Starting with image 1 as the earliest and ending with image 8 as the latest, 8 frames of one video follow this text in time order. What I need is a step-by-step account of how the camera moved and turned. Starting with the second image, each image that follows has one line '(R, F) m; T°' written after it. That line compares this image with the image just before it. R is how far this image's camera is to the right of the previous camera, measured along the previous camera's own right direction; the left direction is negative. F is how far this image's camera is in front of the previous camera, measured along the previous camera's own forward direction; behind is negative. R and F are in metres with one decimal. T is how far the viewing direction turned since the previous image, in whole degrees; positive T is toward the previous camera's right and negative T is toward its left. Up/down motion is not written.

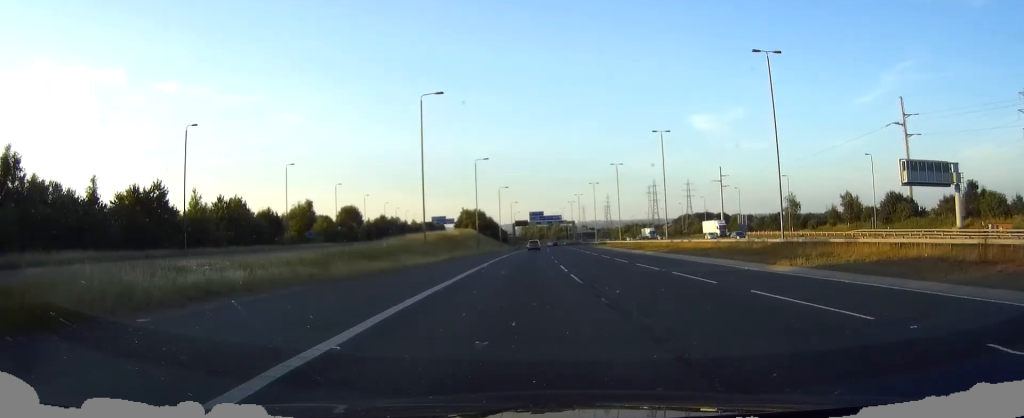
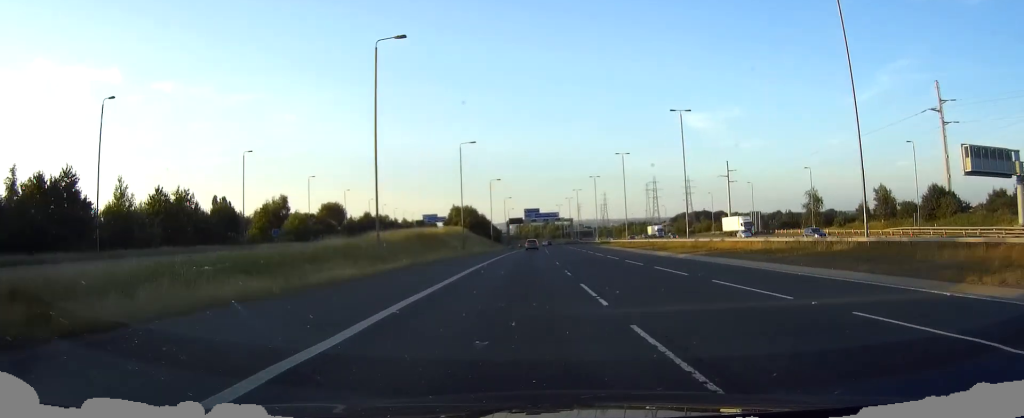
(+0.1, +14.2) m; 0°
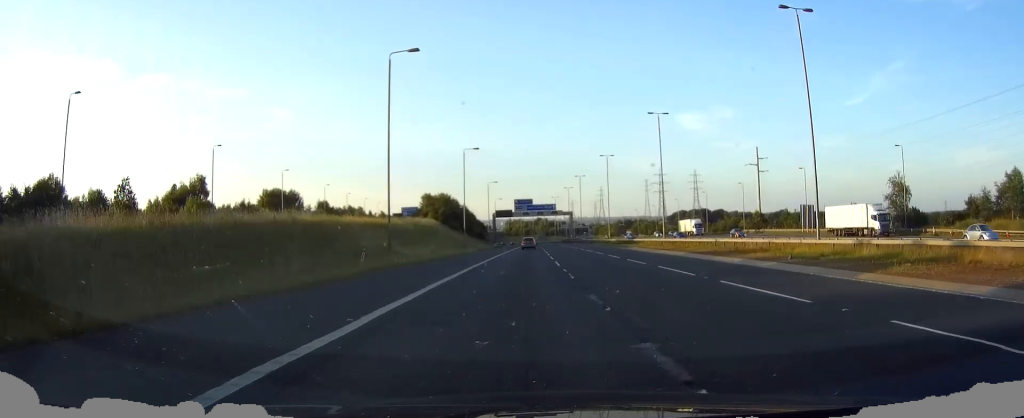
(+0.2, +36.8) m; +1°
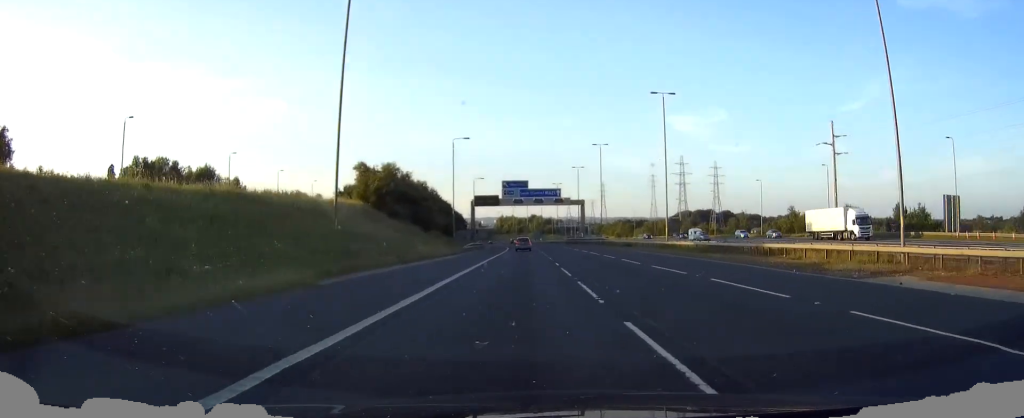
(+0.3, +52.1) m; +1°
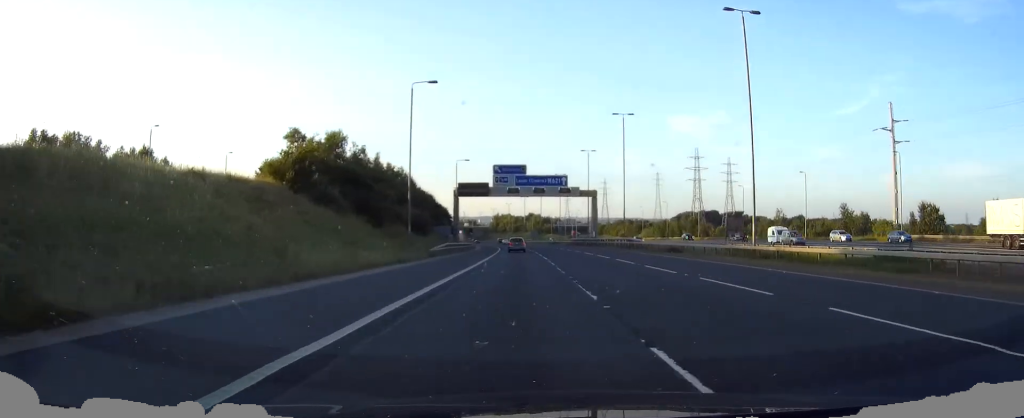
(0.0, +26.0) m; 0°
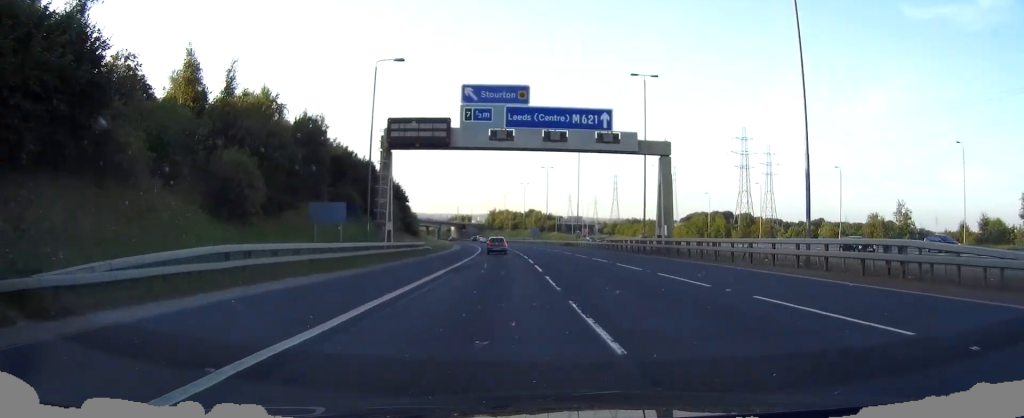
(0.0, +50.8) m; 0°
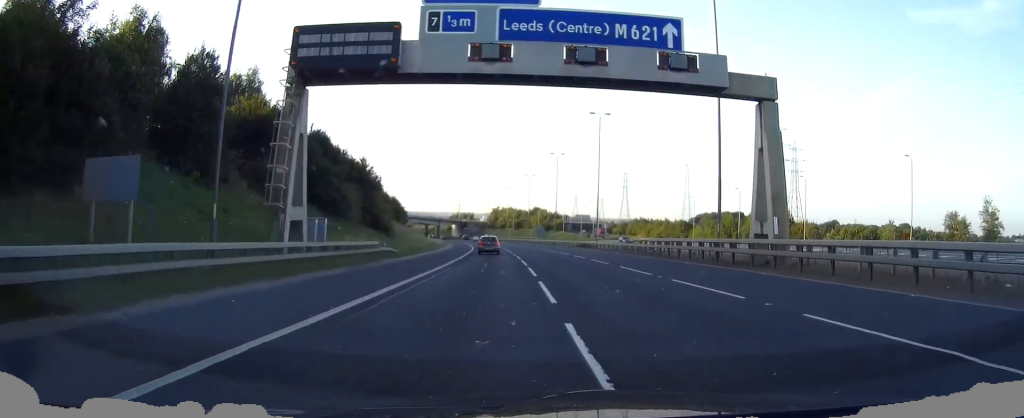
(0.0, +21.2) m; 0°
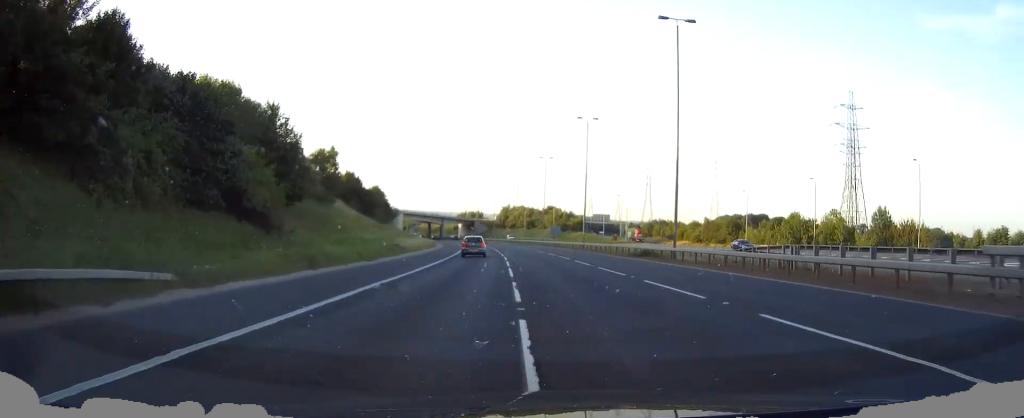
(-0.1, +35.2) m; -1°
